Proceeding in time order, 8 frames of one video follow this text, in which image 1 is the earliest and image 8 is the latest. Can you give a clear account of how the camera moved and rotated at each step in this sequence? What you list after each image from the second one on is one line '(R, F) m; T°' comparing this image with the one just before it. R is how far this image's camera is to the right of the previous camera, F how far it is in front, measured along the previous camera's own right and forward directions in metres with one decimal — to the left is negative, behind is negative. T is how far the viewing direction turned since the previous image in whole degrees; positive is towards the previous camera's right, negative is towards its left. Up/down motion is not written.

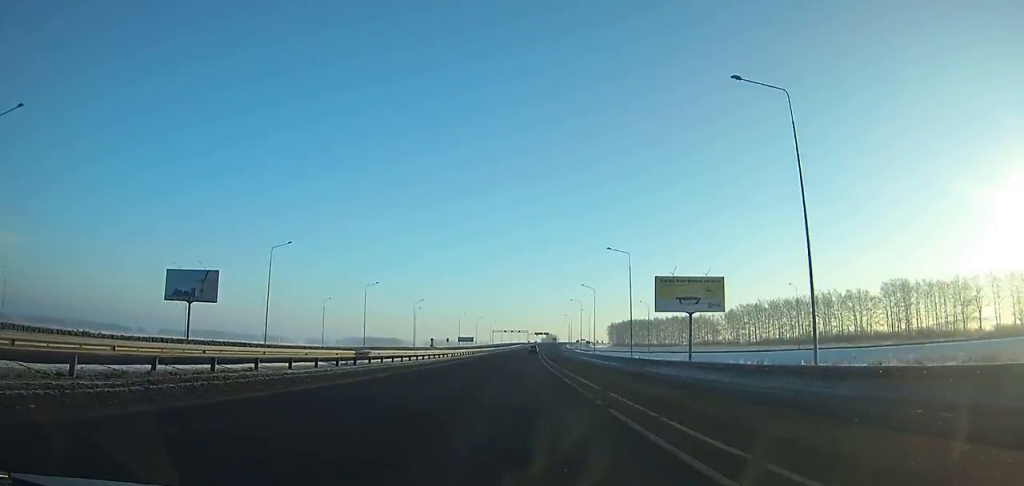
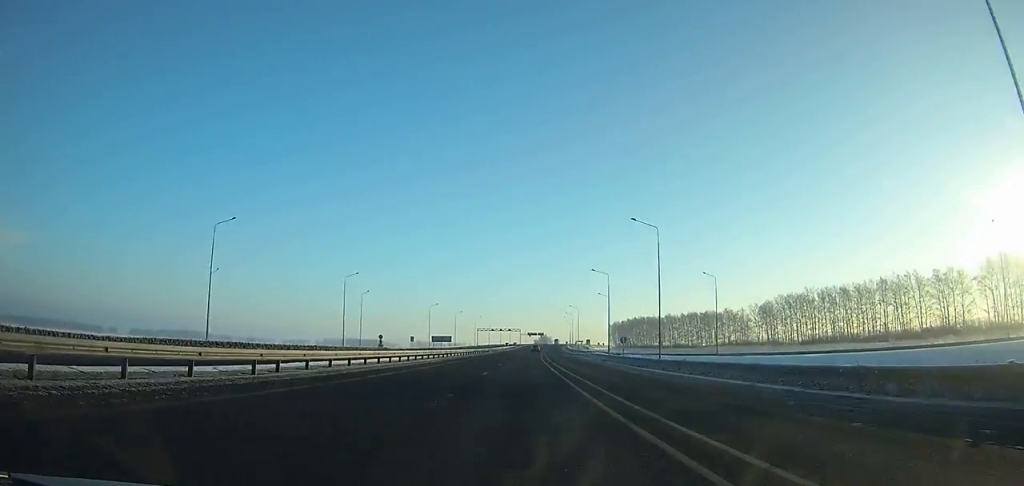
(+0.3, +52.3) m; +1°
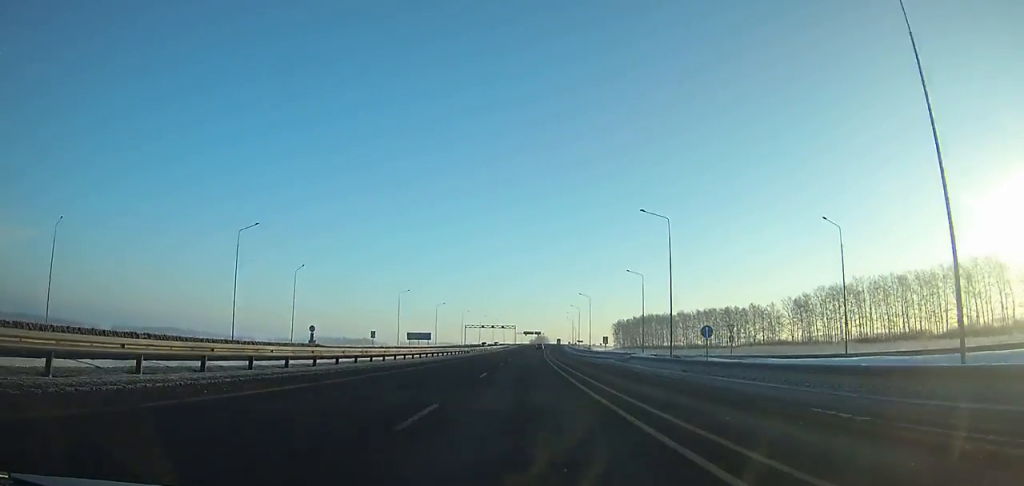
(+0.1, +35.8) m; +1°
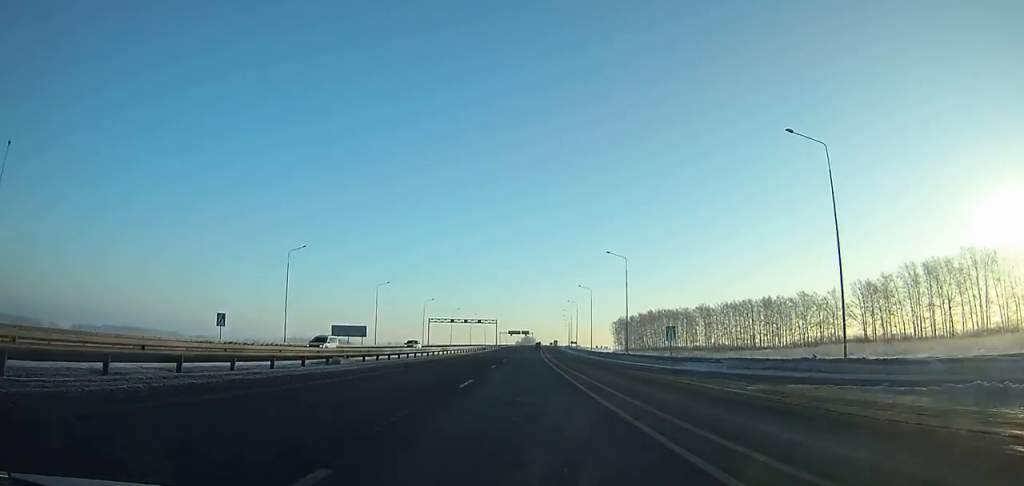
(+0.6, +54.8) m; +1°
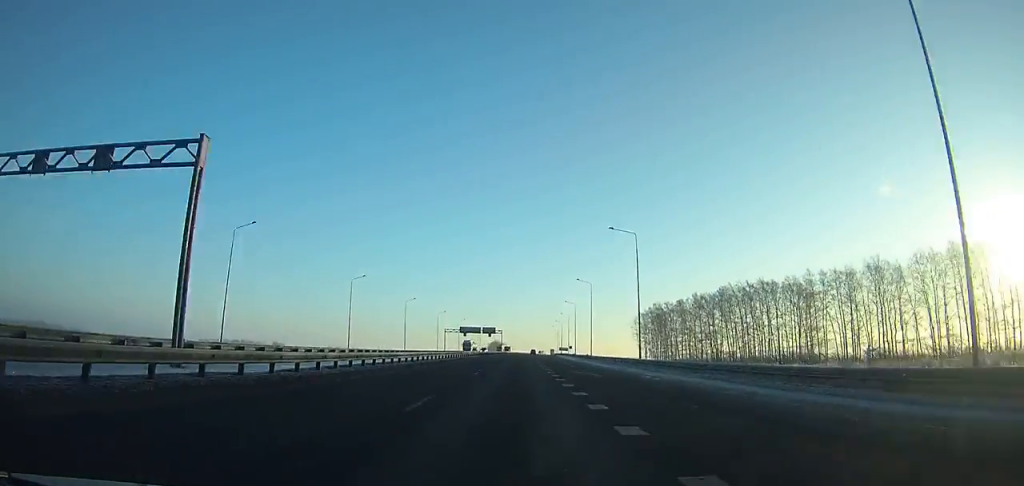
(+3.1, +133.2) m; +2°
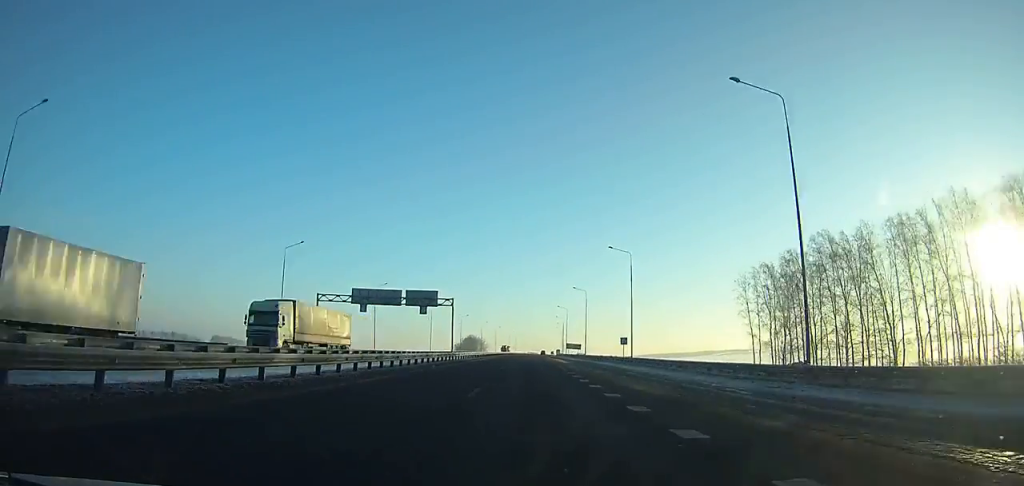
(+1.4, +108.8) m; +2°
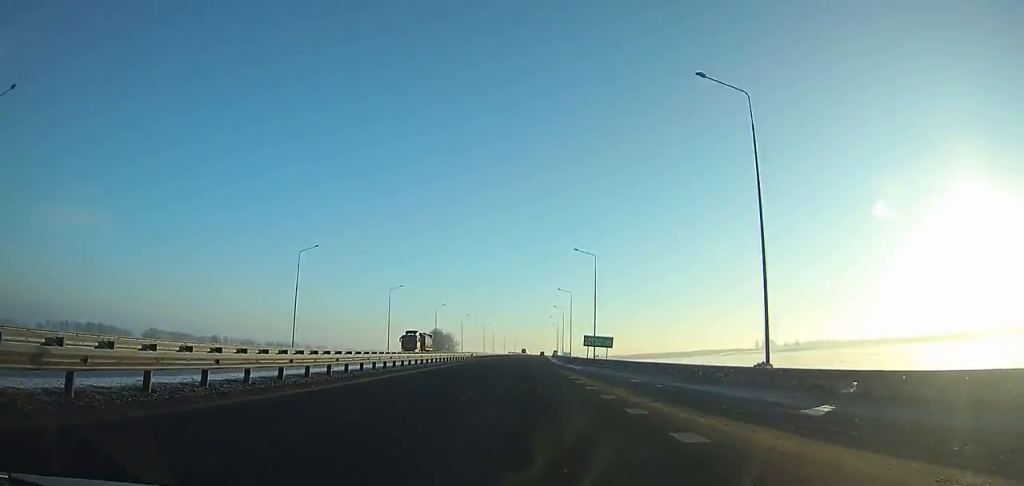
(+1.5, +80.1) m; +2°
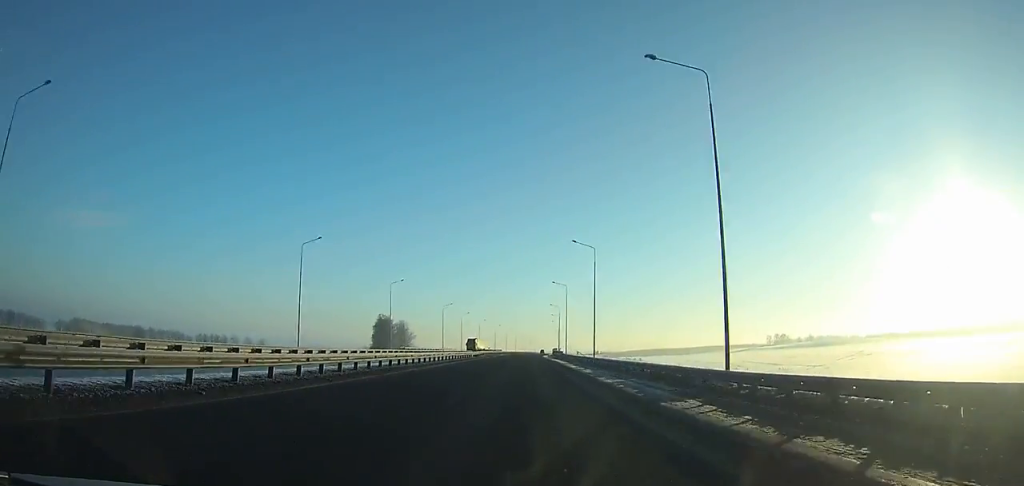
(+1.1, +82.0) m; +1°
